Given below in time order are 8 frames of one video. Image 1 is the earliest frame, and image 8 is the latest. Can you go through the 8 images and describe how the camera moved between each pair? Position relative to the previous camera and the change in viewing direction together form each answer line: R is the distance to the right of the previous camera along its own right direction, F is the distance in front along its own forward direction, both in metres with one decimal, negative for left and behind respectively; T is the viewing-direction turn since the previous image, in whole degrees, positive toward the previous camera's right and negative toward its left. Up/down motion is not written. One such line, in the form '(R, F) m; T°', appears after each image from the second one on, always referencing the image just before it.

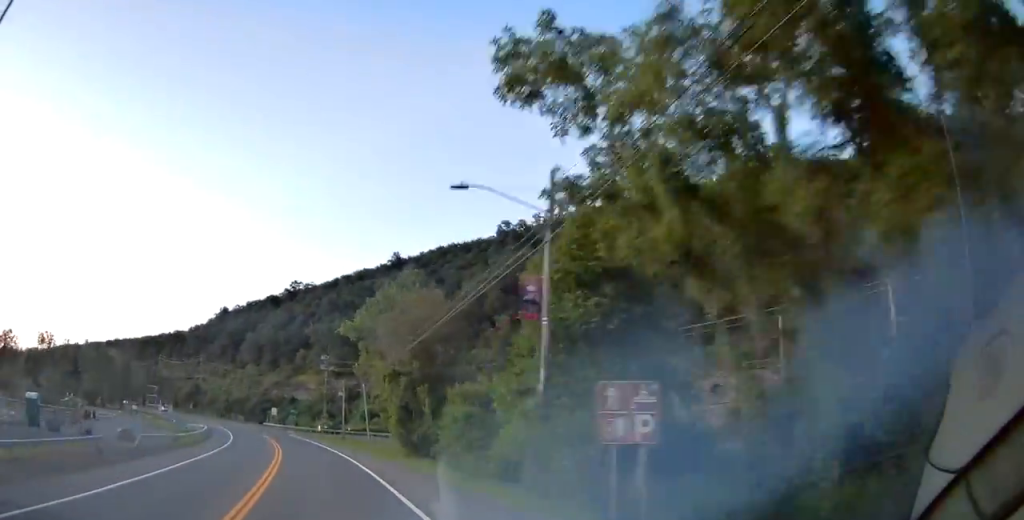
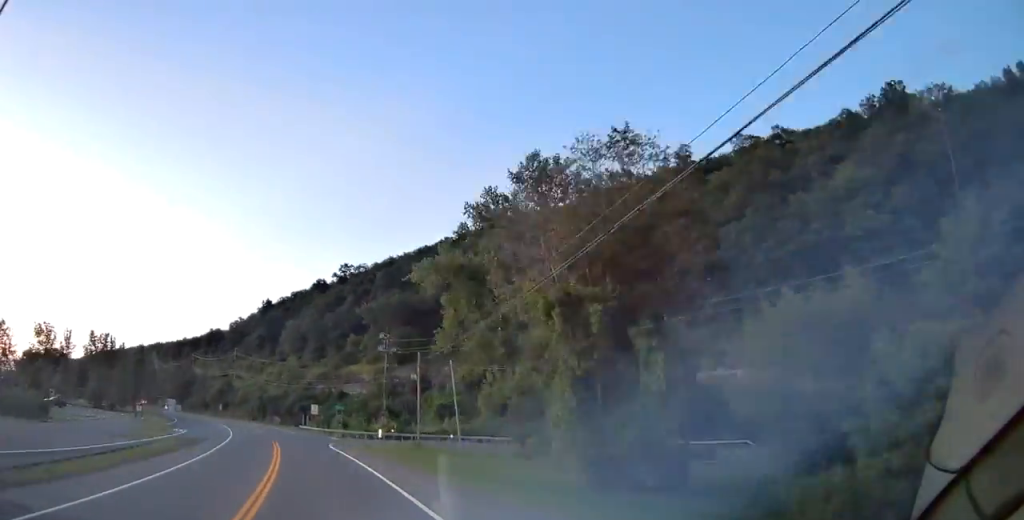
(-0.7, +28.8) m; -6°
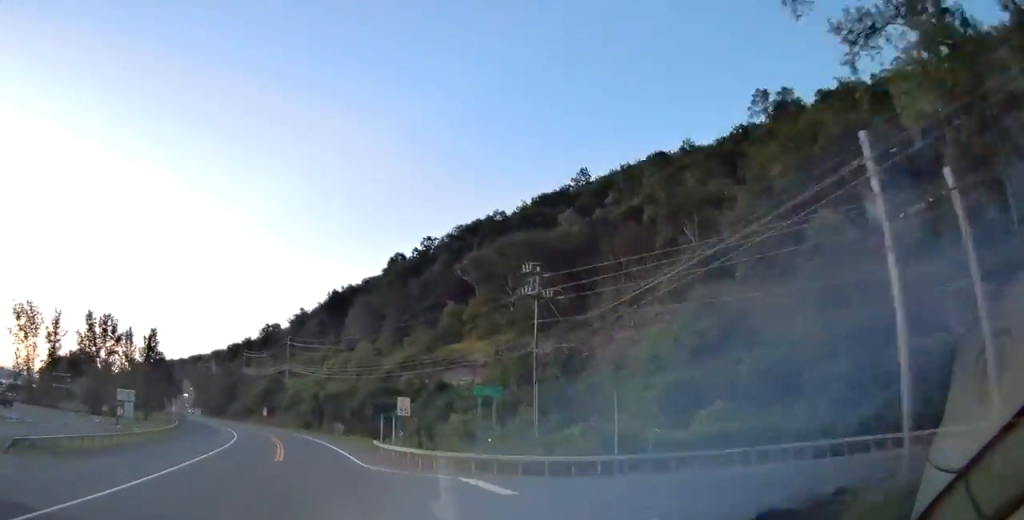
(-3.7, +41.7) m; -8°
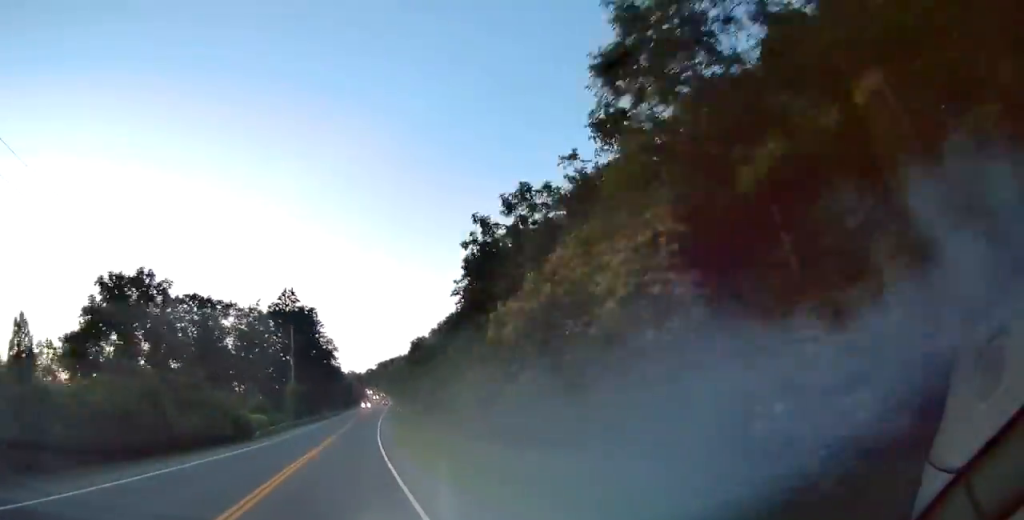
(-49.5, +215.8) m; -14°
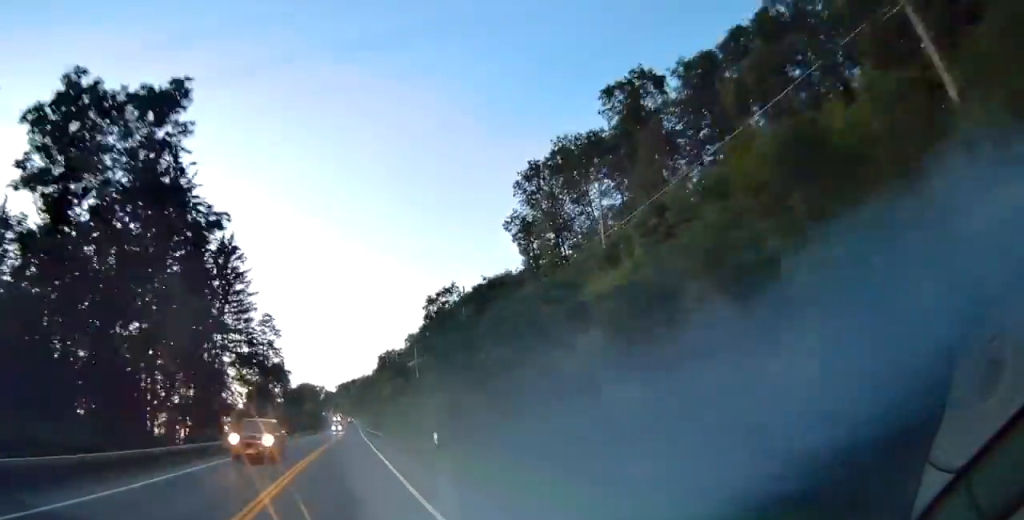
(+1.9, +67.4) m; +3°
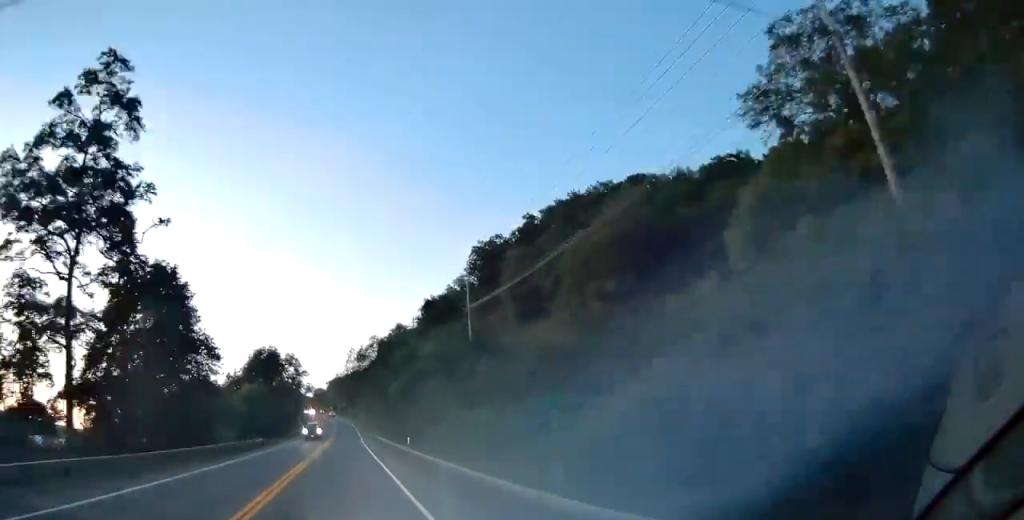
(+1.8, +72.6) m; +1°
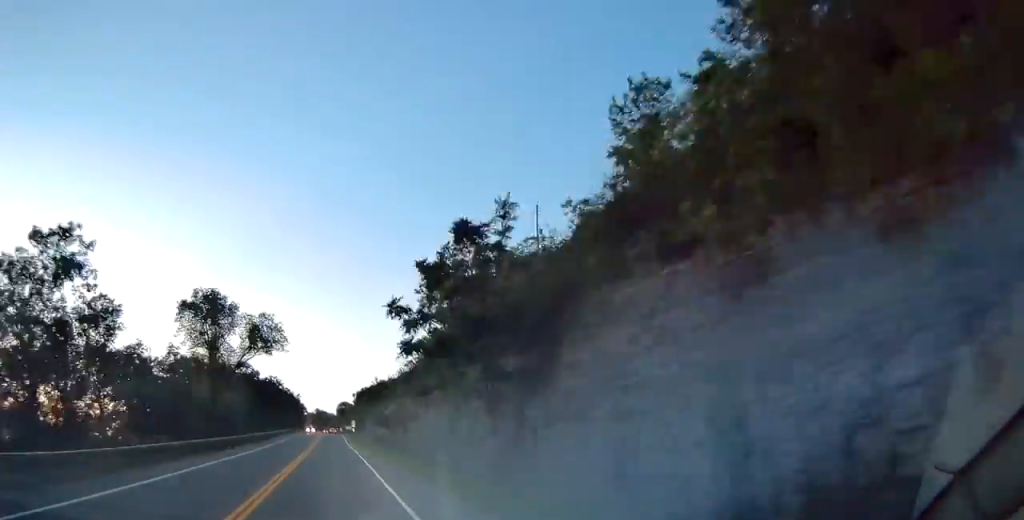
(-3.1, +148.3) m; -3°
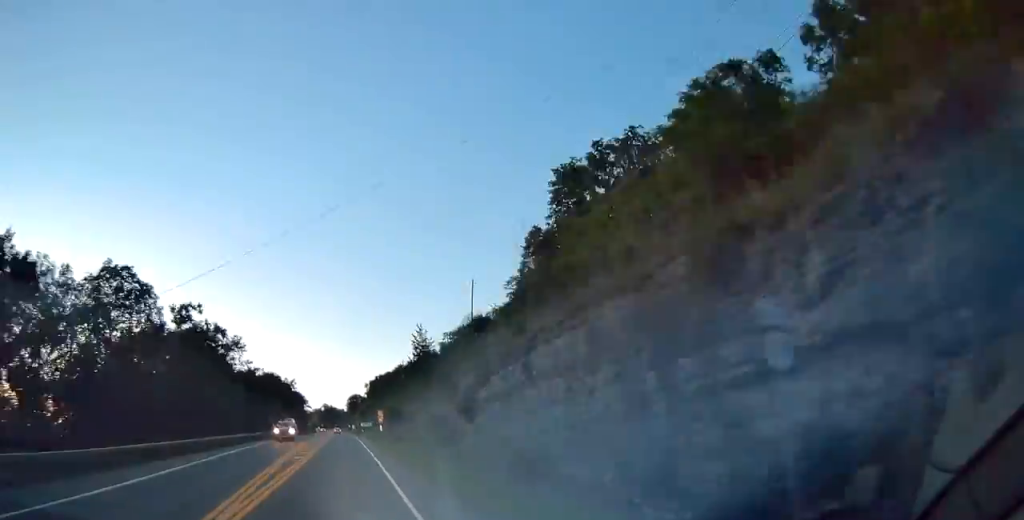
(-0.7, +62.5) m; -1°
